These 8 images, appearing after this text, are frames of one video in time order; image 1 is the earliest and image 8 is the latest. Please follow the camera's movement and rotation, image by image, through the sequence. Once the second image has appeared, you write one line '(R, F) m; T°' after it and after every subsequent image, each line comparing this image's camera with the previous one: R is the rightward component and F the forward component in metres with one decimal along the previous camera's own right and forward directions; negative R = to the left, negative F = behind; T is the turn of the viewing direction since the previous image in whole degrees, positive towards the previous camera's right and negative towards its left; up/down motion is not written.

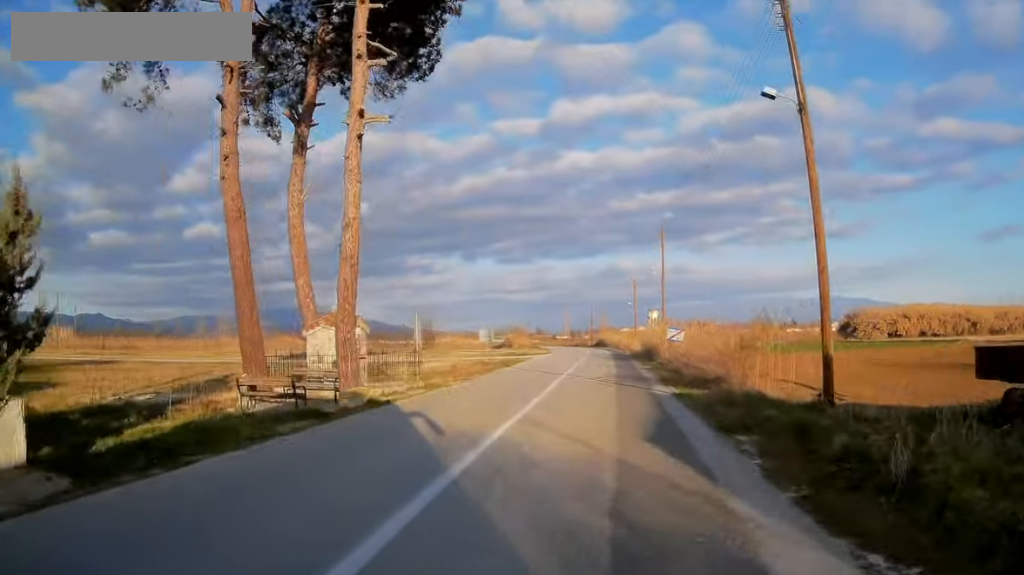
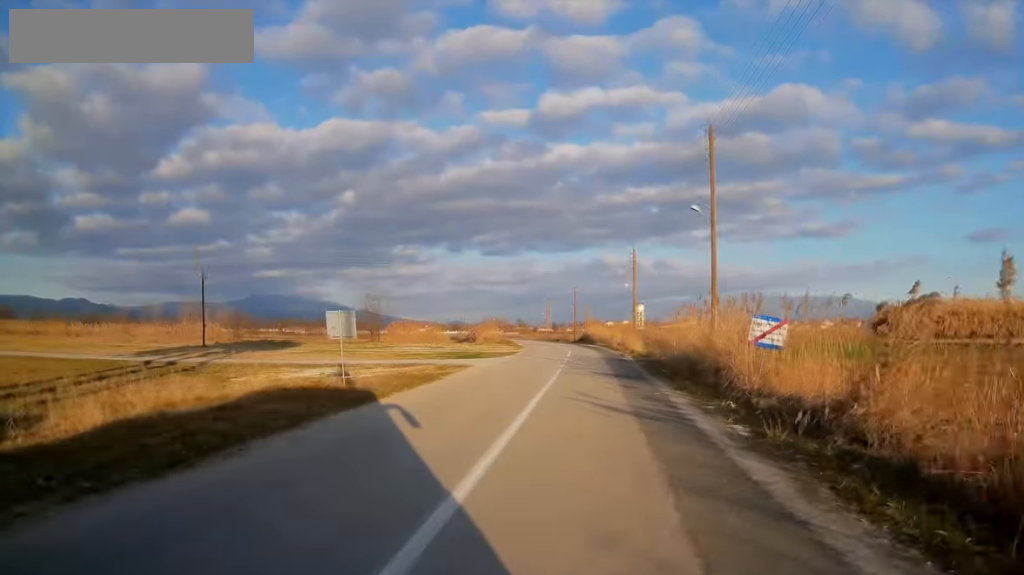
(+1.1, +21.6) m; +4°
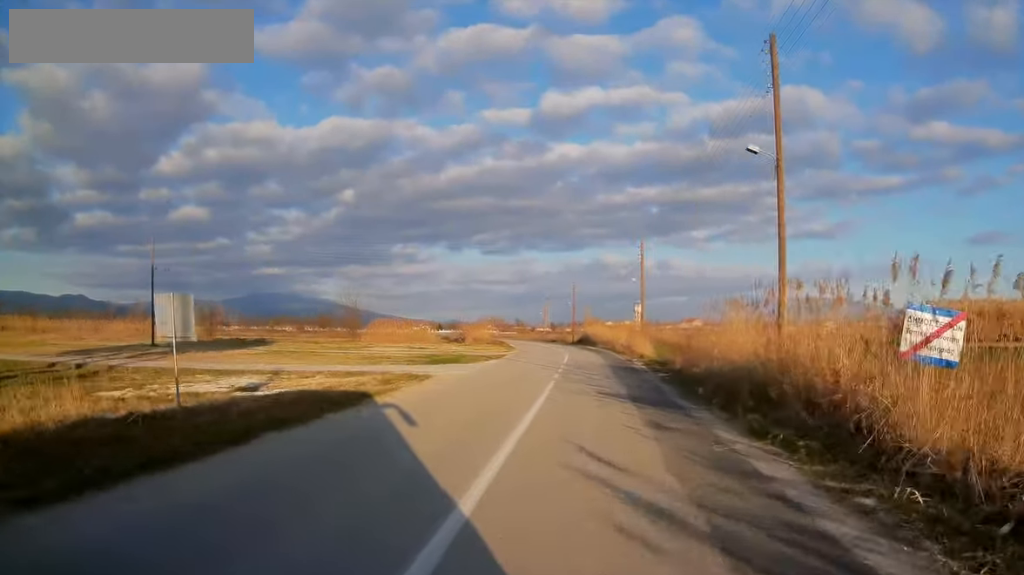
(0.0, +7.8) m; 0°
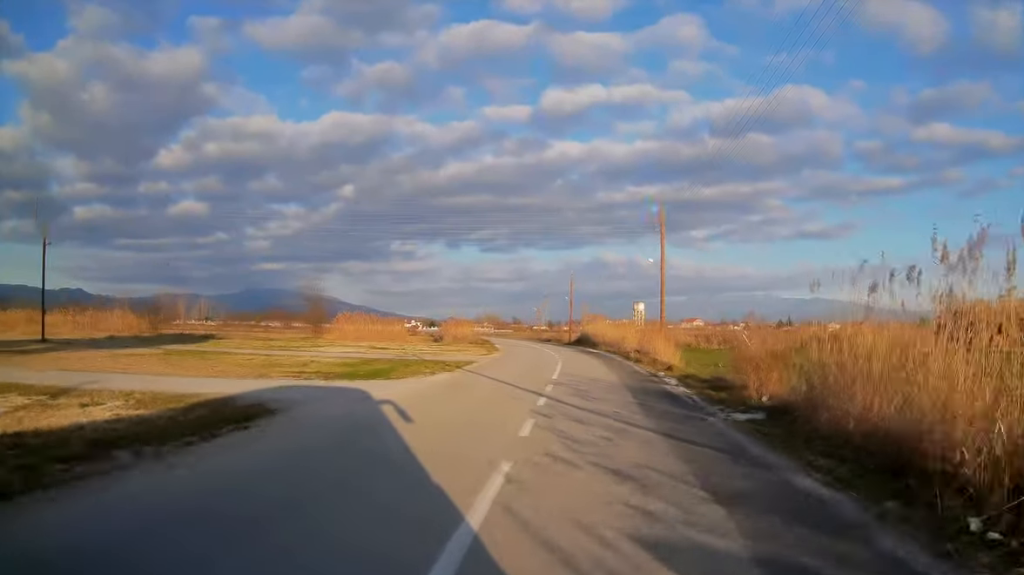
(-0.1, +12.6) m; 0°
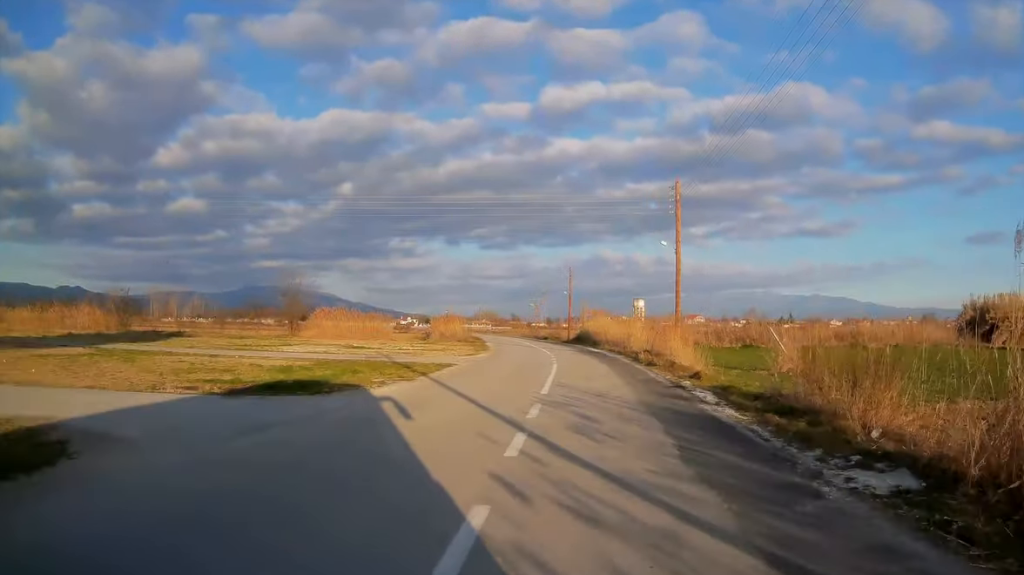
(-0.1, +6.1) m; 0°
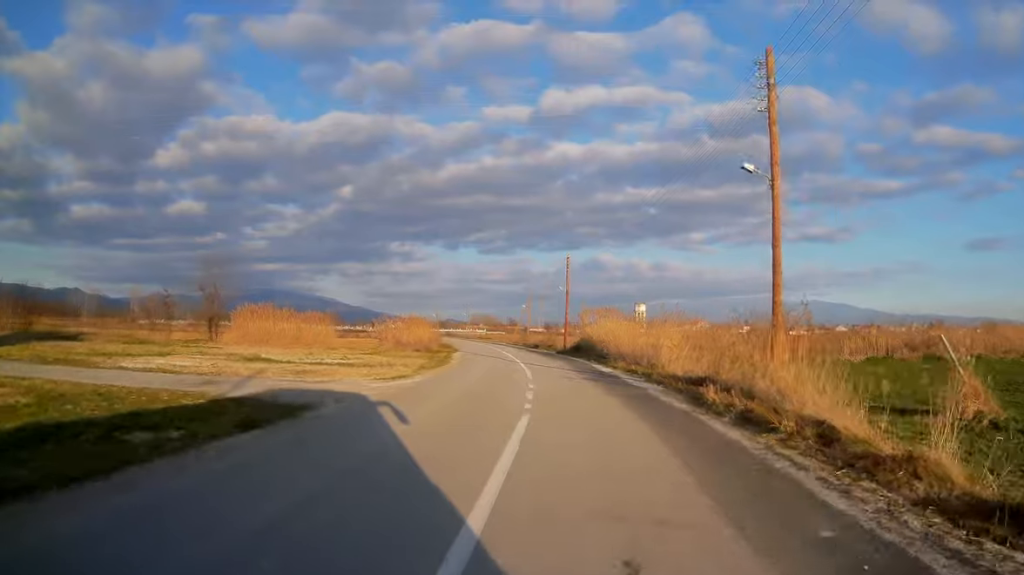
(+0.4, +16.4) m; +1°
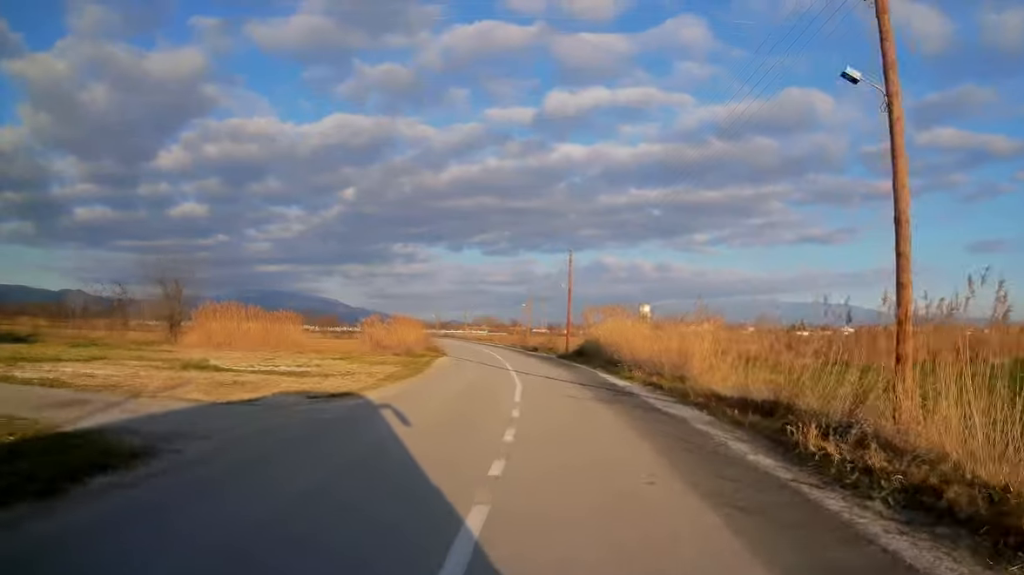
(-0.1, +6.4) m; 0°
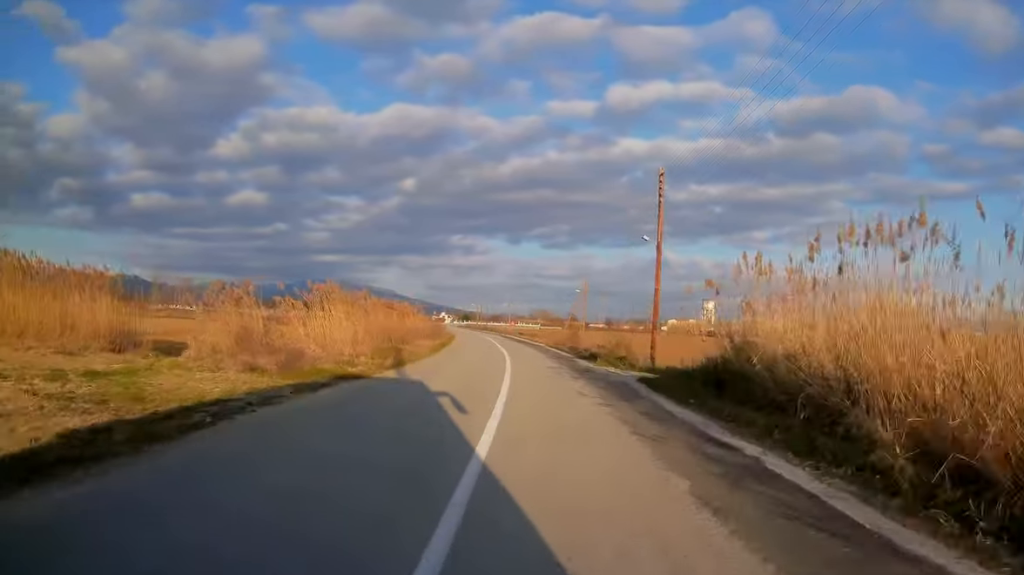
(-0.2, +25.0) m; -2°
